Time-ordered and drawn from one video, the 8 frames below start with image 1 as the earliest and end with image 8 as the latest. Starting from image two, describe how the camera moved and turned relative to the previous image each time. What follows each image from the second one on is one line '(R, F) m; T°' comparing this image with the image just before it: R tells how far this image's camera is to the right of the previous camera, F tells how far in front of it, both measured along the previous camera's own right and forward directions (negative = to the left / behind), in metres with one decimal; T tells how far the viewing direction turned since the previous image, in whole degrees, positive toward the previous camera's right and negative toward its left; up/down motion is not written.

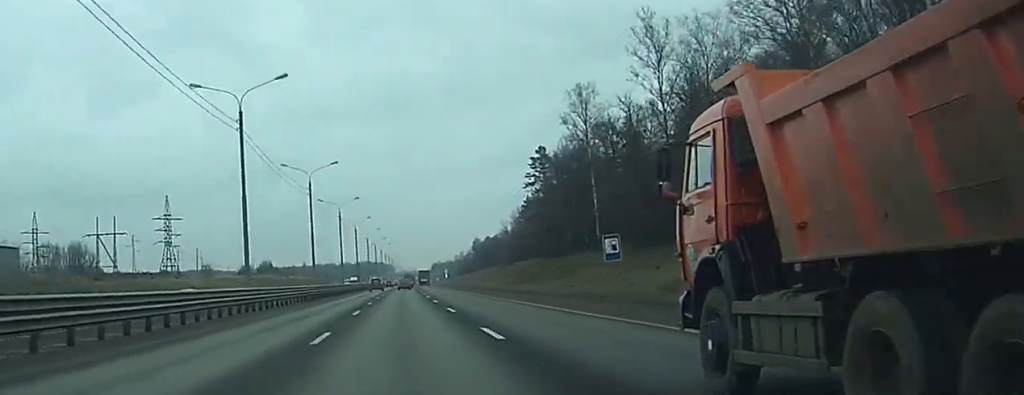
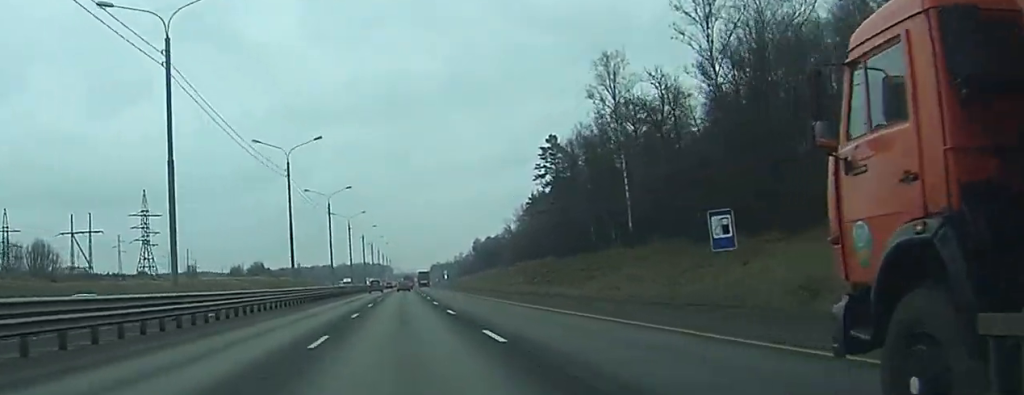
(0.0, +16.5) m; 0°
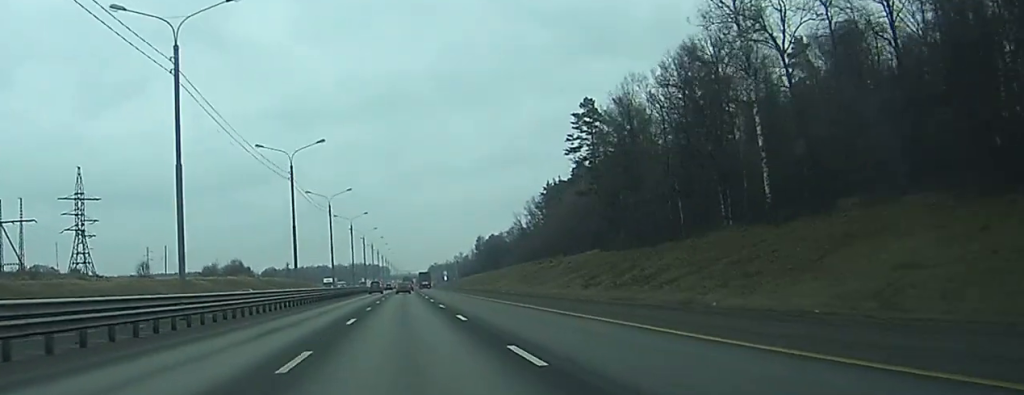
(+0.2, +37.0) m; 0°
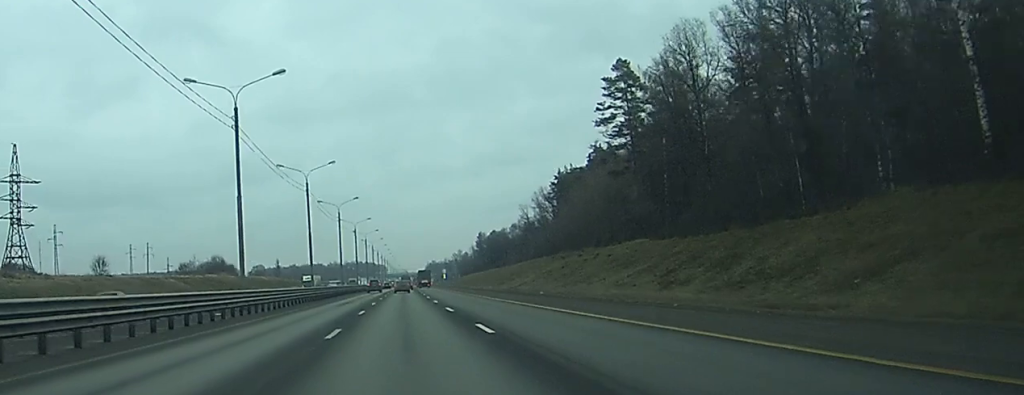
(+0.1, +24.5) m; 0°
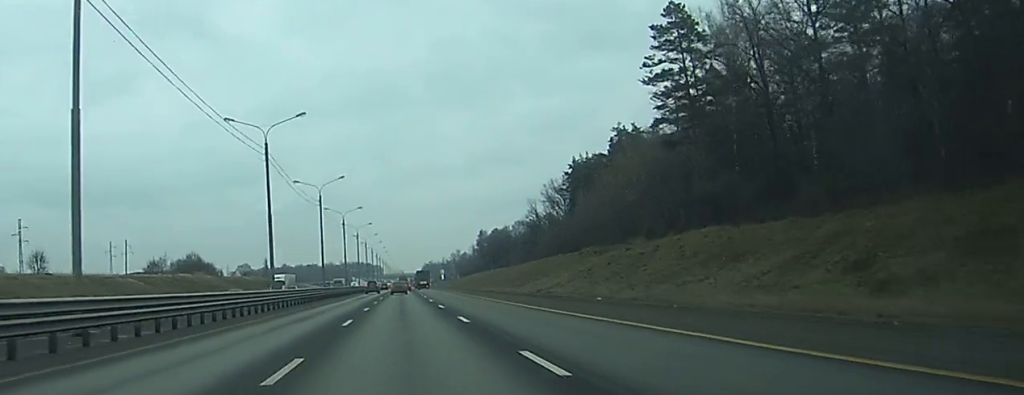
(+0.1, +25.4) m; 0°
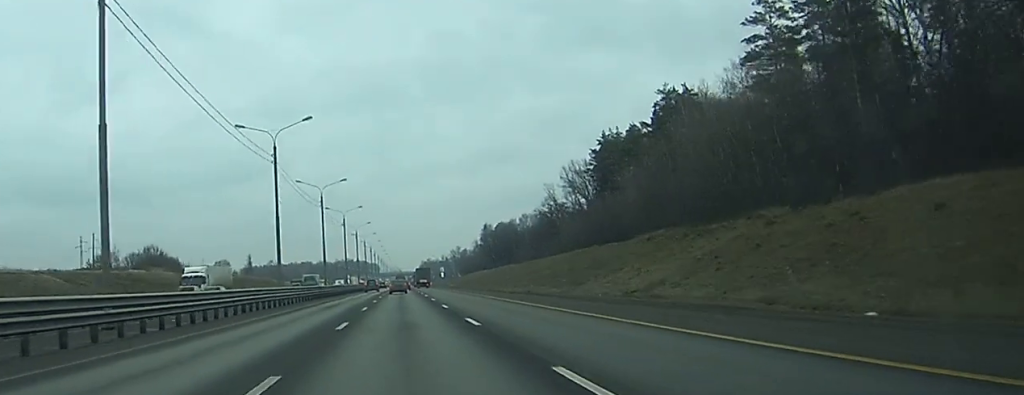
(+0.1, +35.3) m; 0°
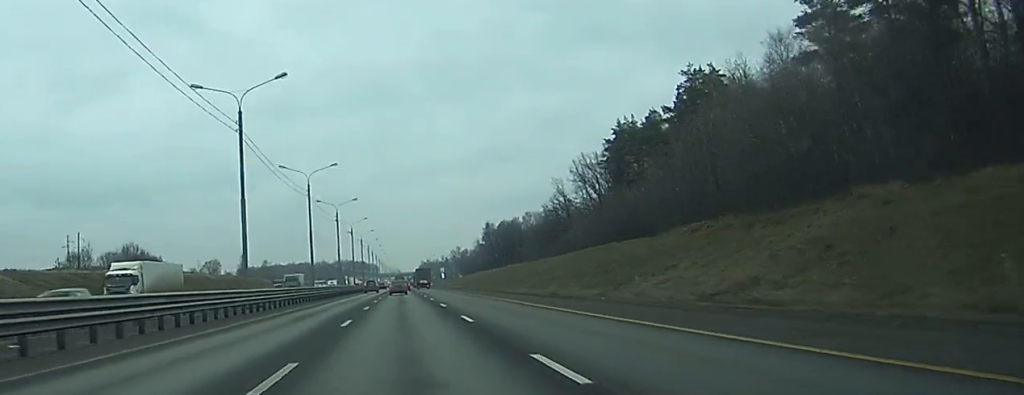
(0.0, +14.0) m; 0°
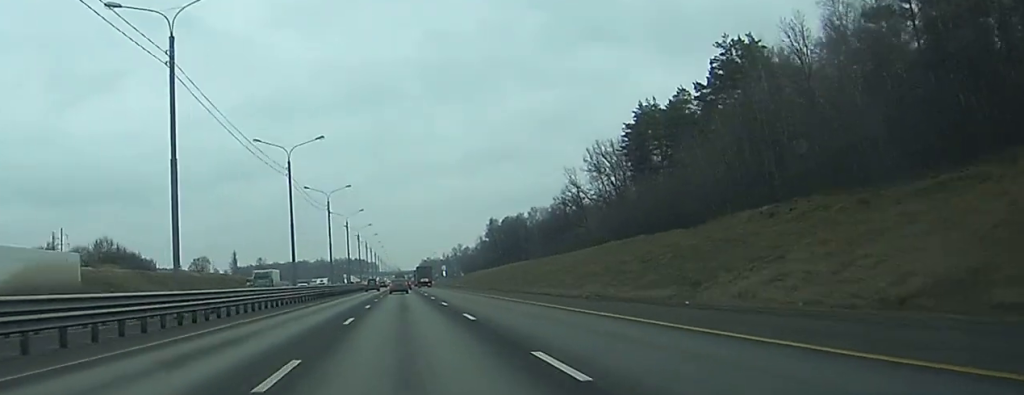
(0.0, +16.0) m; 0°
